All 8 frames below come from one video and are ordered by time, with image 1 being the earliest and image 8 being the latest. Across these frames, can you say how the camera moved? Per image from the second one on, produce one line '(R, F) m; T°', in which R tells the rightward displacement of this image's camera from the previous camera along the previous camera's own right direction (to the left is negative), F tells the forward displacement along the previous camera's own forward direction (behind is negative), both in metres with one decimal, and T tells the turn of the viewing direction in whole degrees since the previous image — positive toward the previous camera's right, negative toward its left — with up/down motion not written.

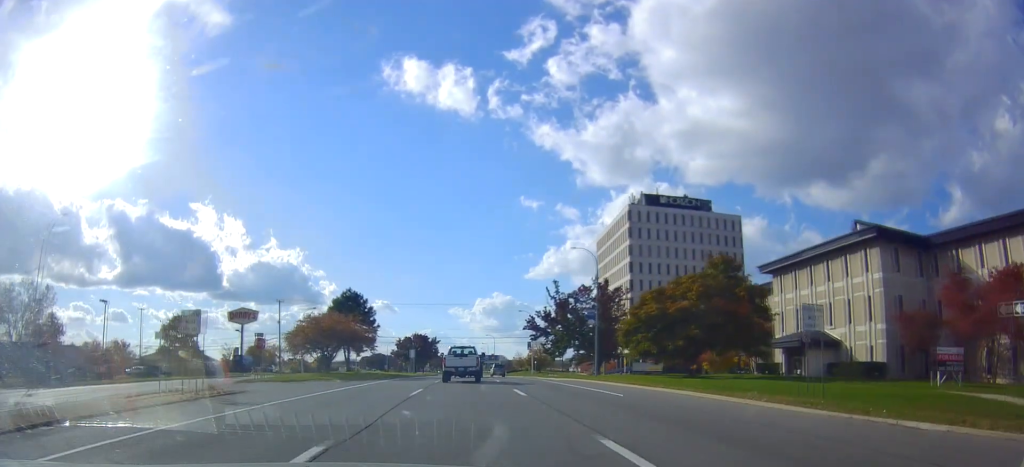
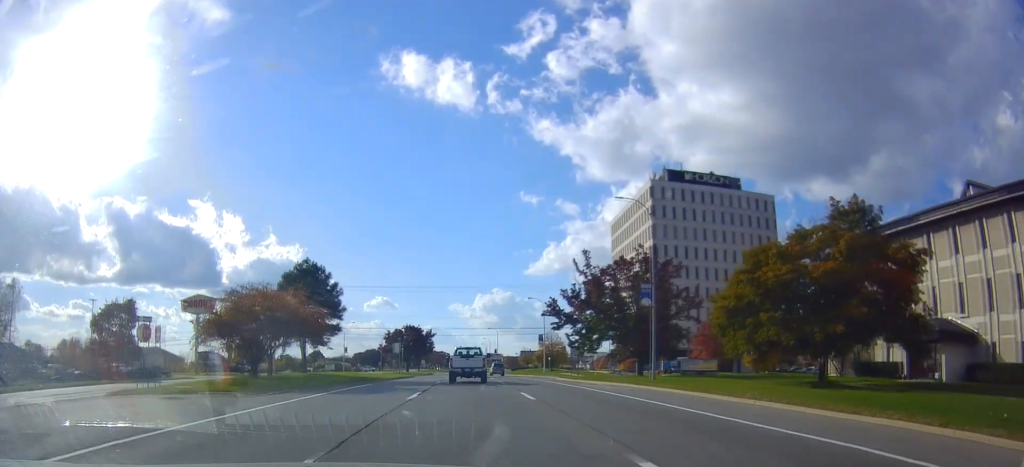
(+0.3, +18.1) m; +1°
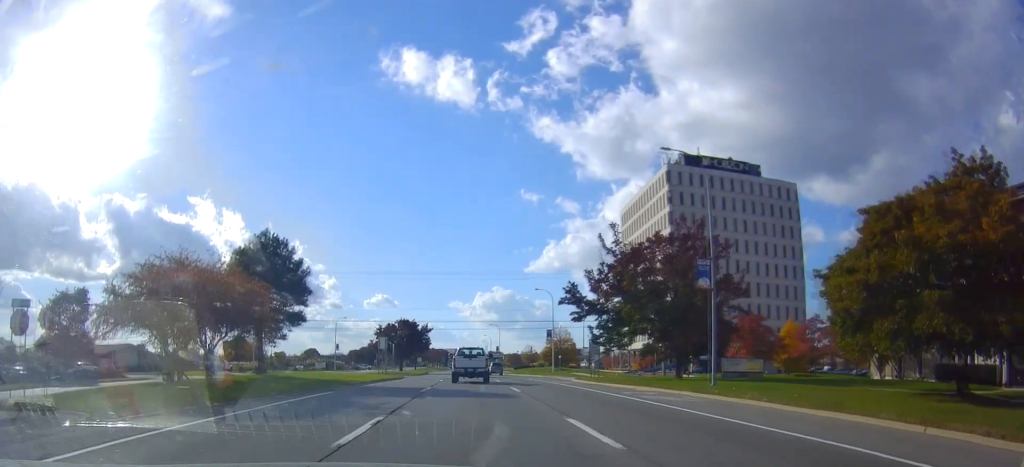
(+0.1, +10.3) m; 0°
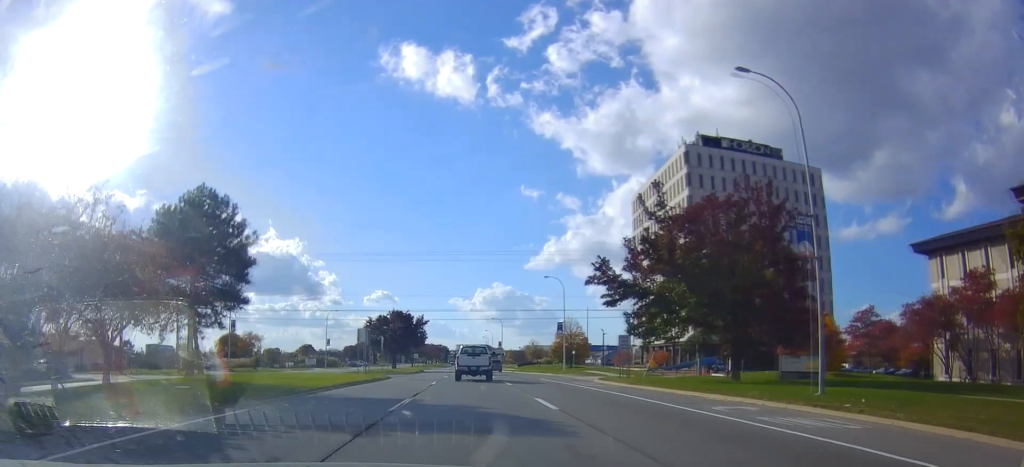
(+0.1, +10.2) m; -1°
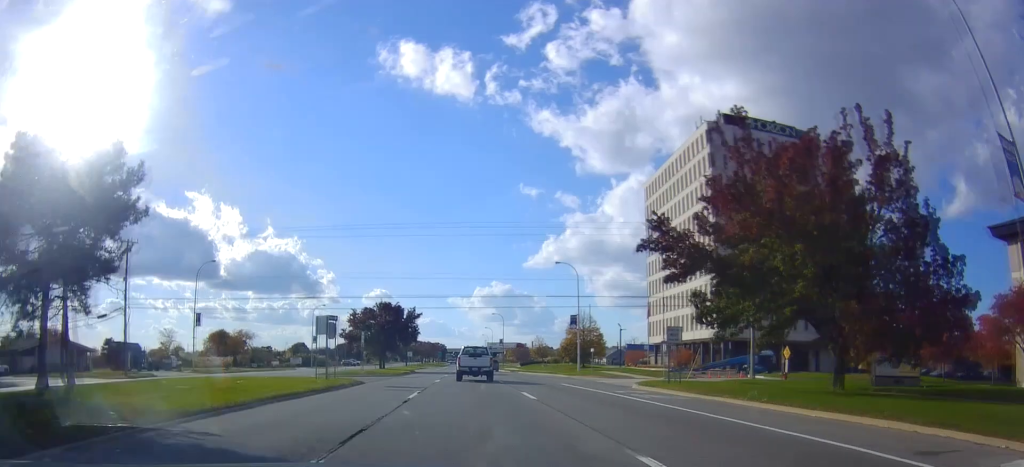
(-0.3, +11.2) m; -1°
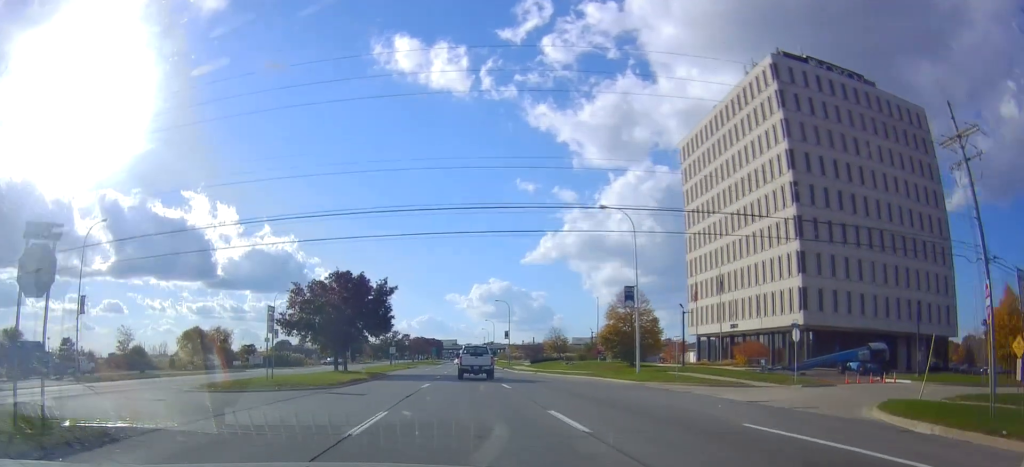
(-0.4, +24.2) m; -1°
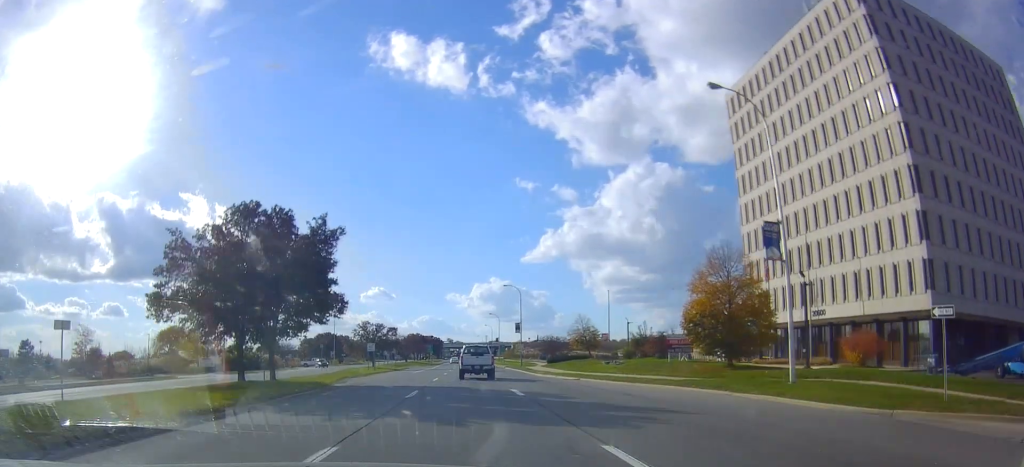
(+0.2, +21.1) m; +2°
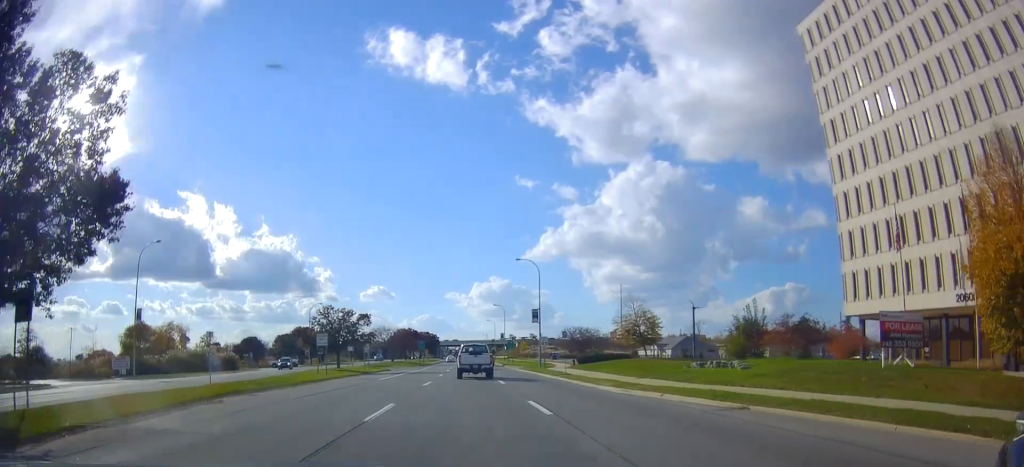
(+0.2, +22.3) m; 0°
